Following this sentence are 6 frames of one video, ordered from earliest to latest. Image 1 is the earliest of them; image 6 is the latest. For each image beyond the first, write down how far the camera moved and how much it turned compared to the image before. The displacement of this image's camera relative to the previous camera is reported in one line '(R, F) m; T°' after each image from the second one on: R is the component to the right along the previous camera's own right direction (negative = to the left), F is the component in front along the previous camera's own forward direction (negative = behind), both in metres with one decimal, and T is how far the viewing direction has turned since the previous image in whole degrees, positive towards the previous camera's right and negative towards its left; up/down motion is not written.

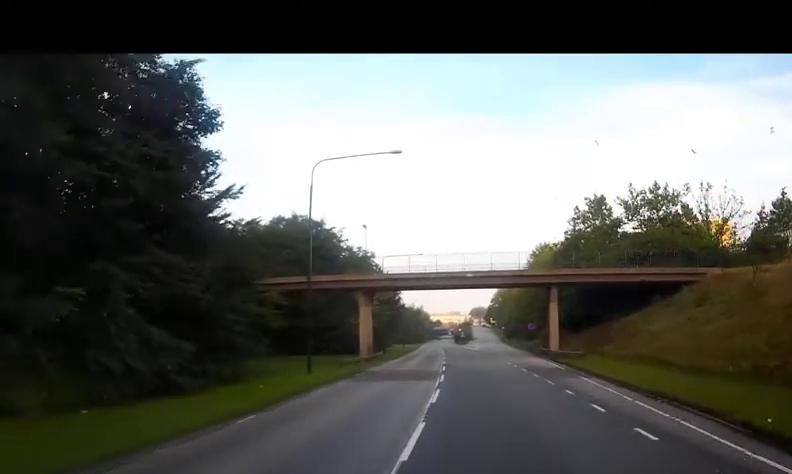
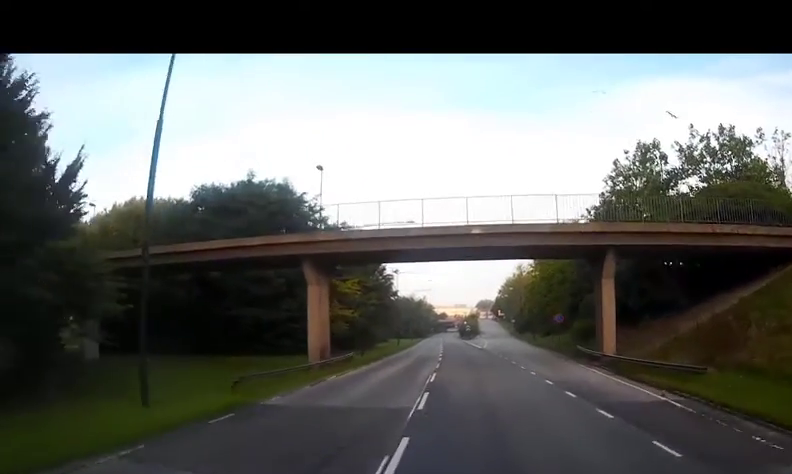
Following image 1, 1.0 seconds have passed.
(-0.1, +13.4) m; -2°
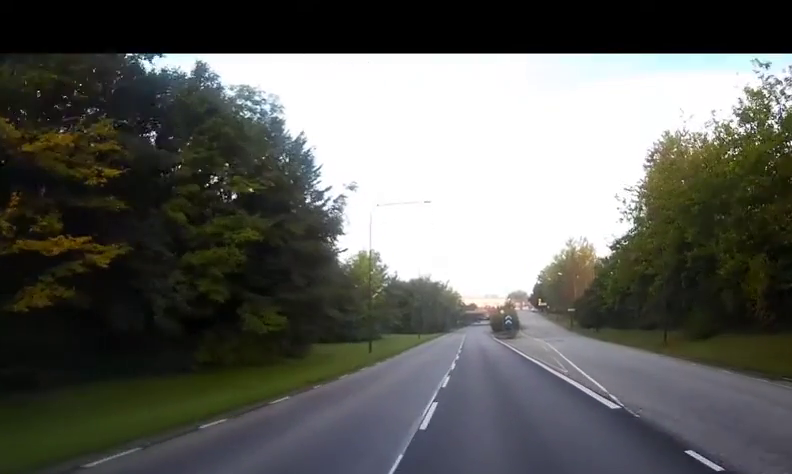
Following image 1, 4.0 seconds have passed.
(-0.7, +37.9) m; -3°
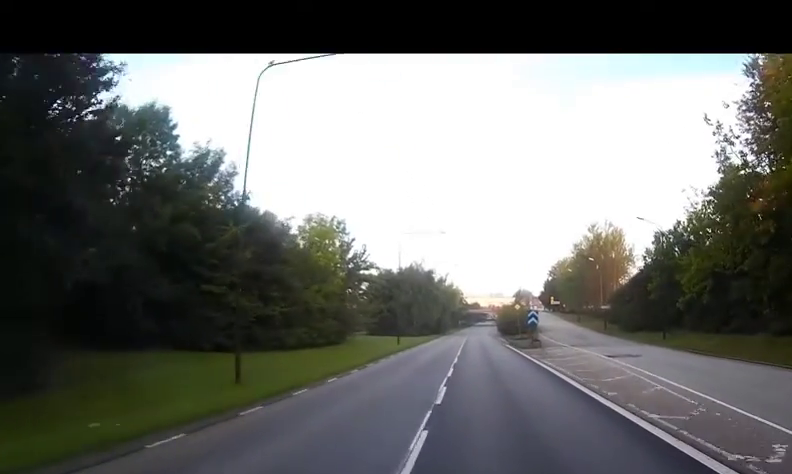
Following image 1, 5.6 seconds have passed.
(-0.2, +19.8) m; +1°
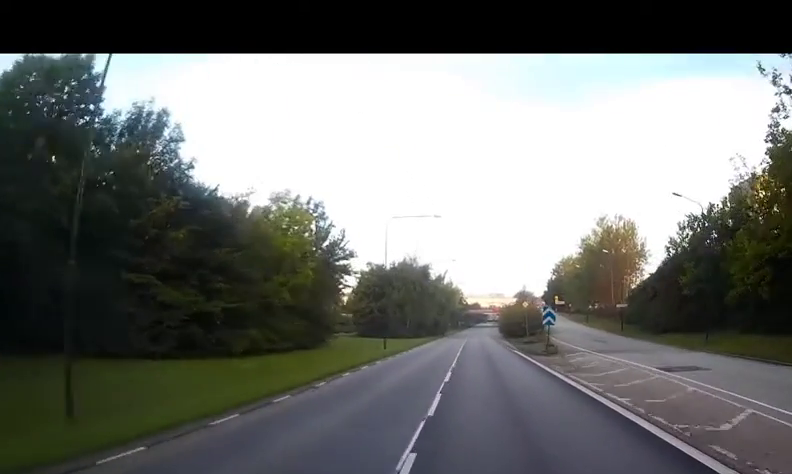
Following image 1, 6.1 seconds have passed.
(+0.1, +7.2) m; 0°
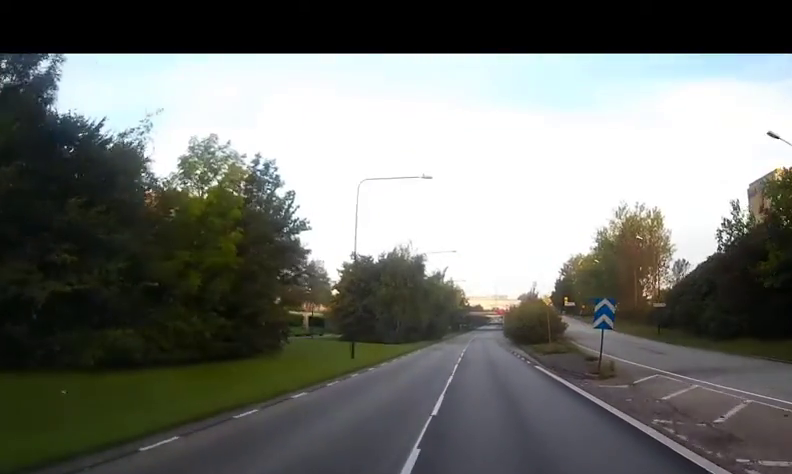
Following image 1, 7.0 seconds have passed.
(0.0, +11.2) m; 0°
